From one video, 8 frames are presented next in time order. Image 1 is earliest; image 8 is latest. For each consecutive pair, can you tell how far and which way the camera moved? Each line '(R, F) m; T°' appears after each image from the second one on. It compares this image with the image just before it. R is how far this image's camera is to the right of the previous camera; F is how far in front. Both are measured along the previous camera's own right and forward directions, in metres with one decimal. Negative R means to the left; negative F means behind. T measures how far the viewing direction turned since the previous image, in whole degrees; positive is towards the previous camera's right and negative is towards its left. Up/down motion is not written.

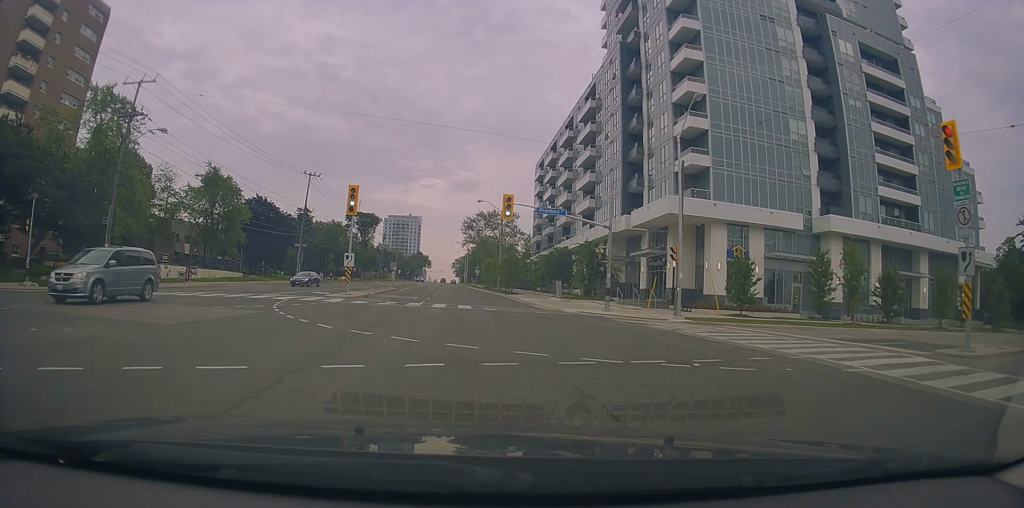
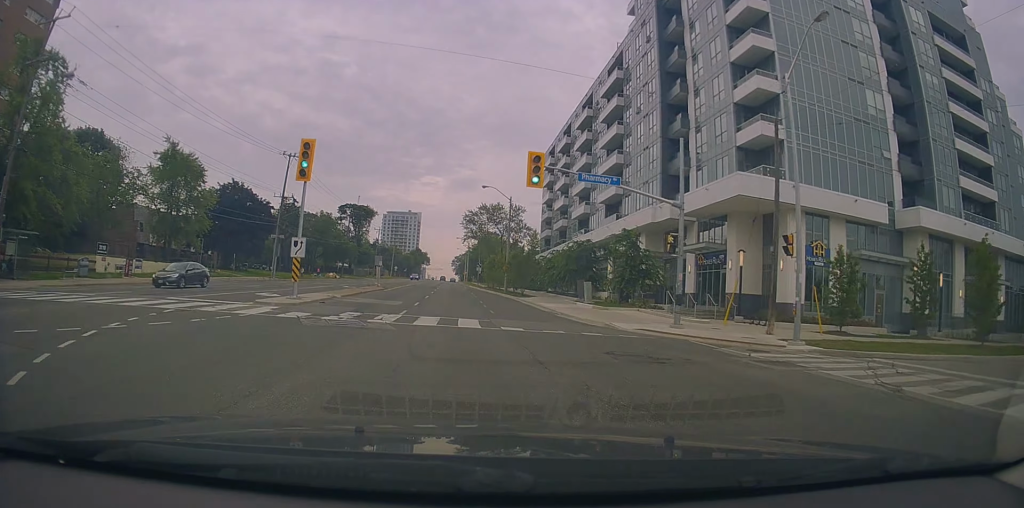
(-0.1, +10.9) m; 0°
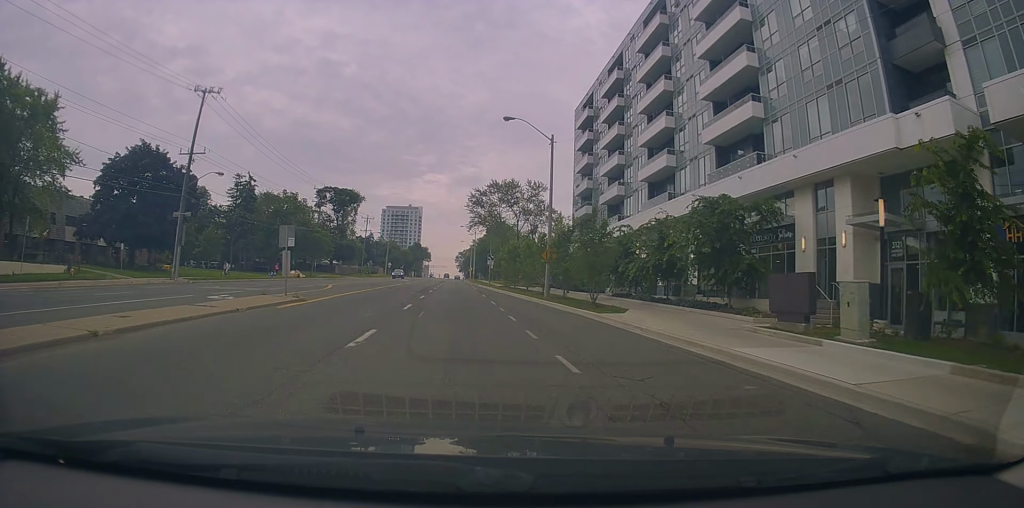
(-0.4, +25.7) m; -3°
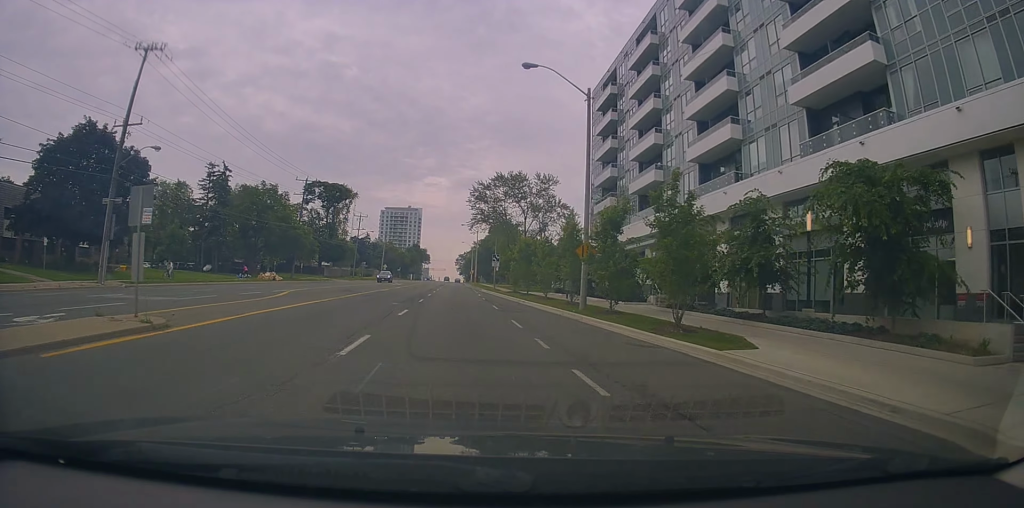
(+0.1, +10.3) m; 0°
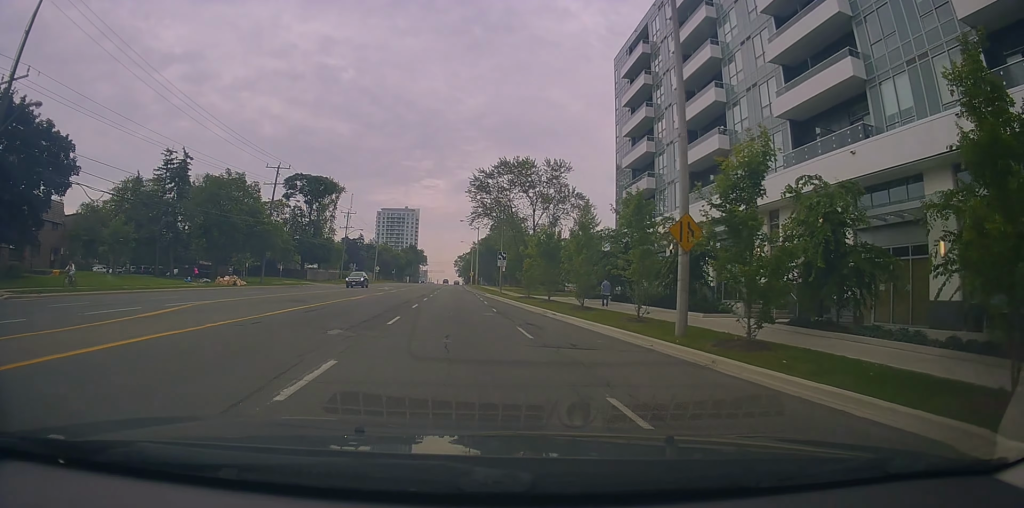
(-0.1, +11.5) m; +1°
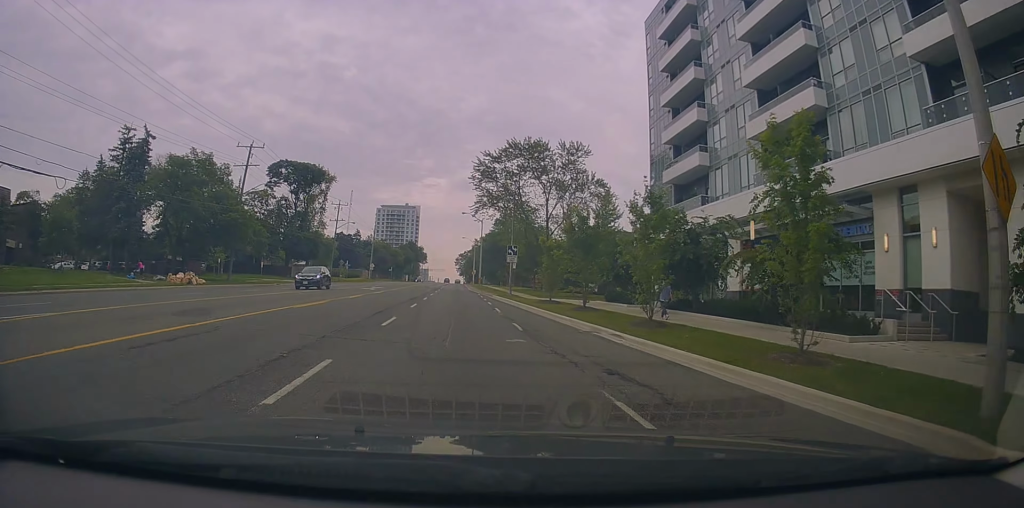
(+0.1, +9.4) m; +1°
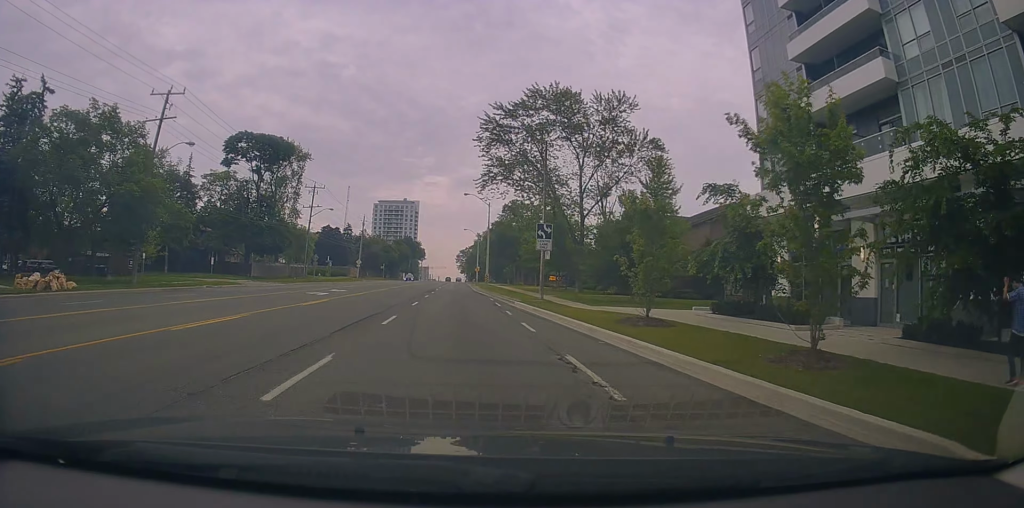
(+0.1, +17.5) m; +1°
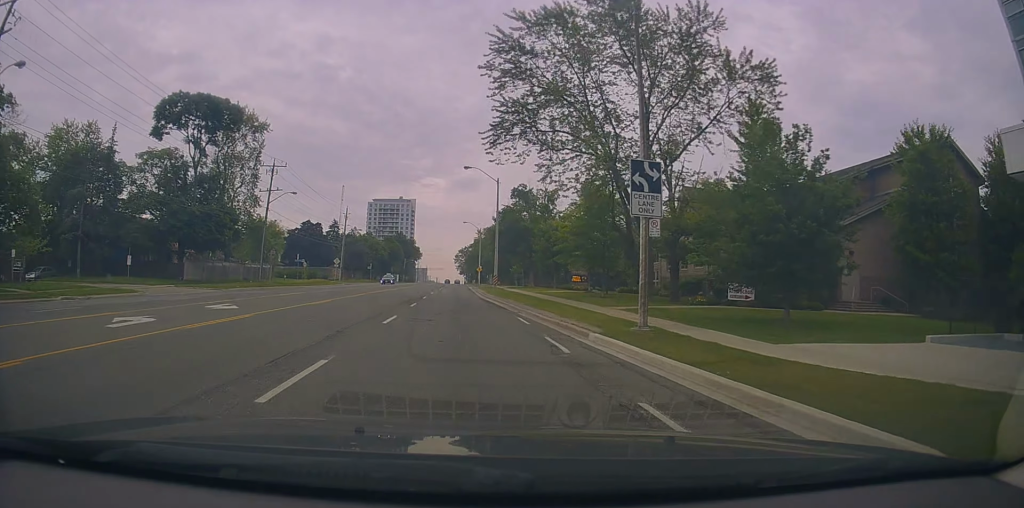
(+0.3, +18.0) m; 0°
